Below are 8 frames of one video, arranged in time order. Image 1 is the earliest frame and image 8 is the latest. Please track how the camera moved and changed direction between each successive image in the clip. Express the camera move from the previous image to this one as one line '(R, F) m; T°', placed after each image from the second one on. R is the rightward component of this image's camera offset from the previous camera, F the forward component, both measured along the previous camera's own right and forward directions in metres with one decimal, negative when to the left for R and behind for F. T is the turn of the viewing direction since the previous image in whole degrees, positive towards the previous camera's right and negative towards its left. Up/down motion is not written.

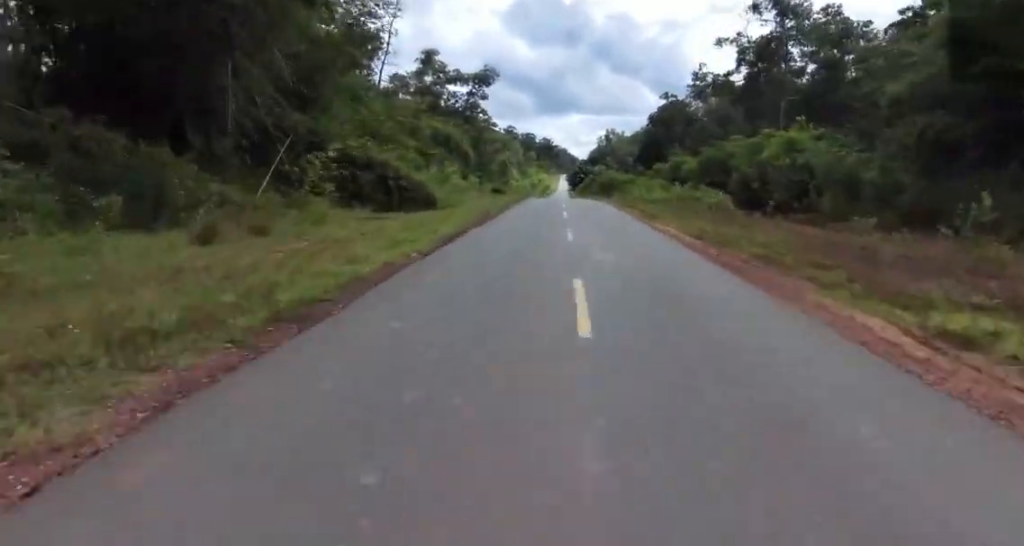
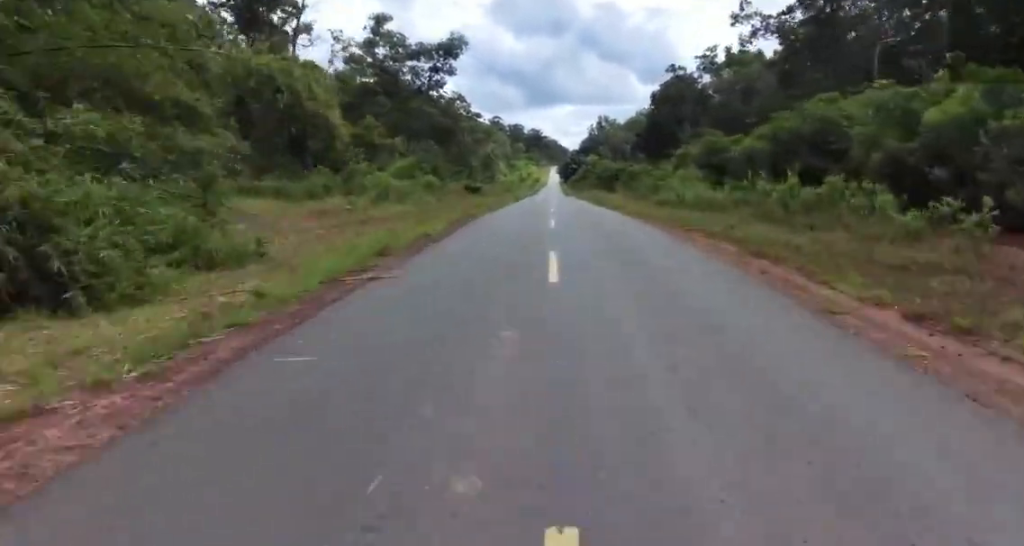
(-0.7, +22.3) m; -3°
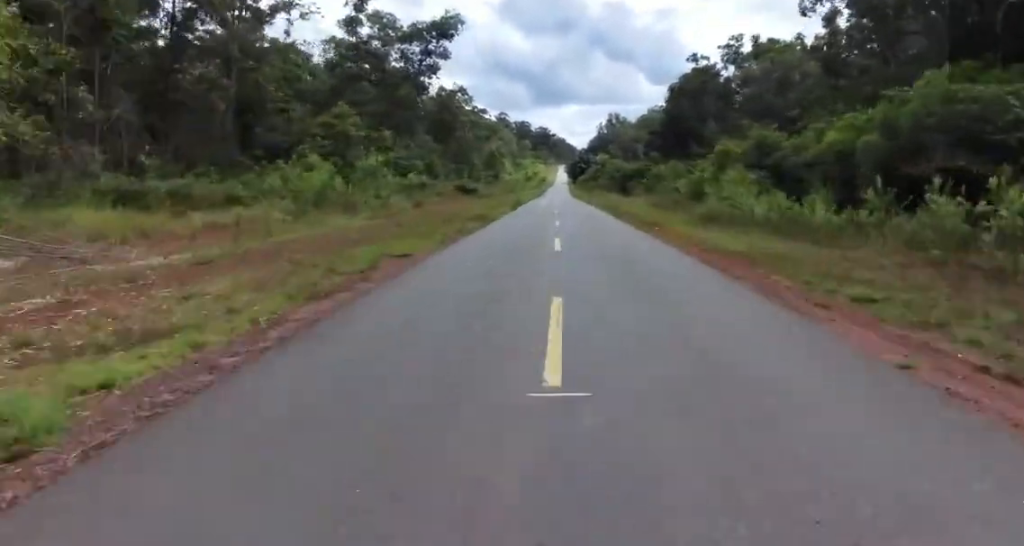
(-0.2, +11.4) m; -1°
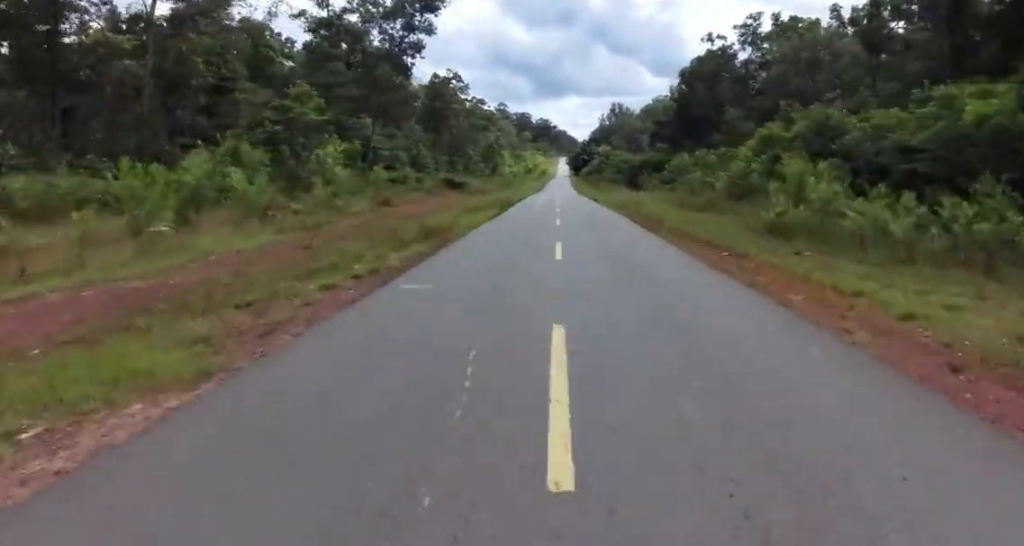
(-0.1, +10.6) m; 0°
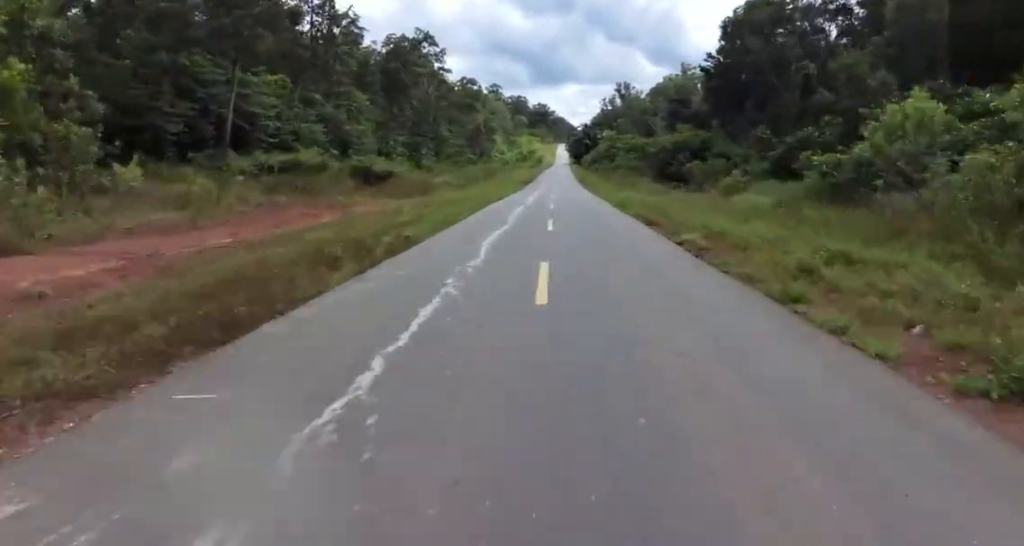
(+0.2, +28.8) m; +1°
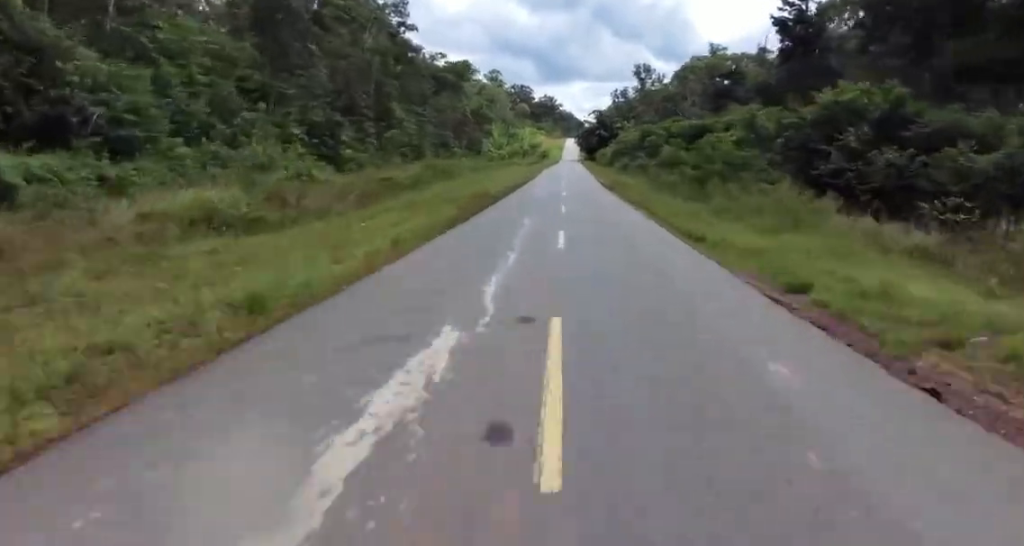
(+0.1, +36.8) m; 0°
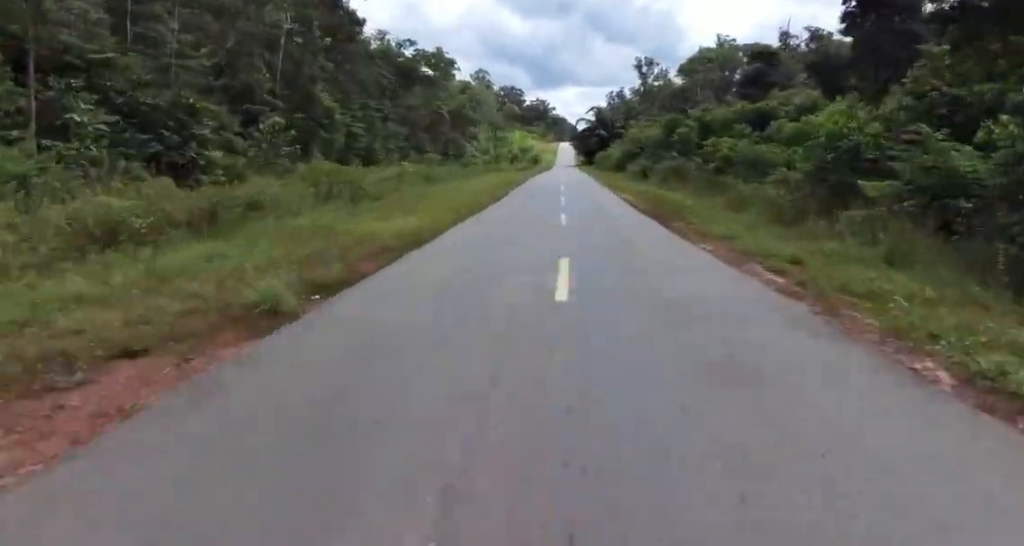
(+0.1, +21.0) m; 0°
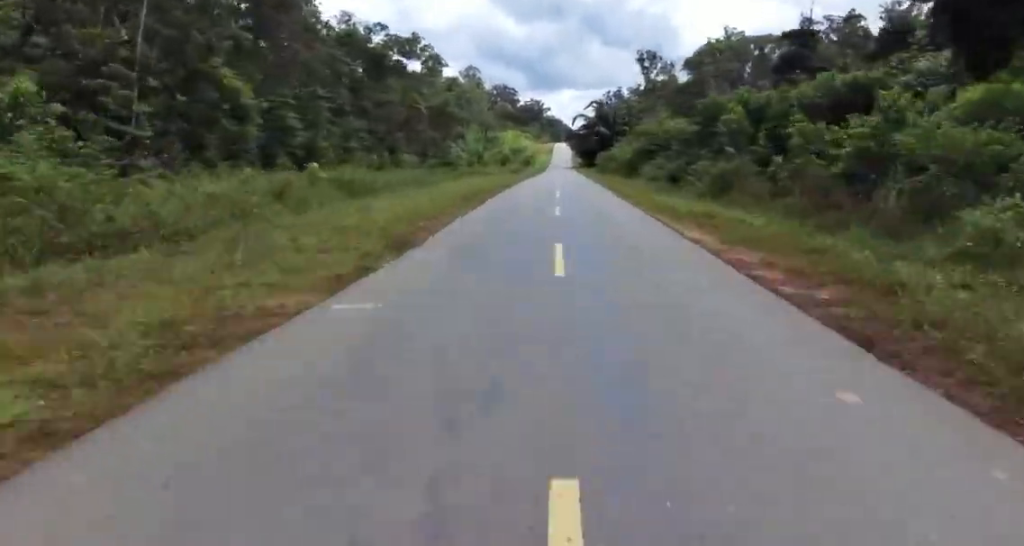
(+0.2, +14.4) m; 0°
